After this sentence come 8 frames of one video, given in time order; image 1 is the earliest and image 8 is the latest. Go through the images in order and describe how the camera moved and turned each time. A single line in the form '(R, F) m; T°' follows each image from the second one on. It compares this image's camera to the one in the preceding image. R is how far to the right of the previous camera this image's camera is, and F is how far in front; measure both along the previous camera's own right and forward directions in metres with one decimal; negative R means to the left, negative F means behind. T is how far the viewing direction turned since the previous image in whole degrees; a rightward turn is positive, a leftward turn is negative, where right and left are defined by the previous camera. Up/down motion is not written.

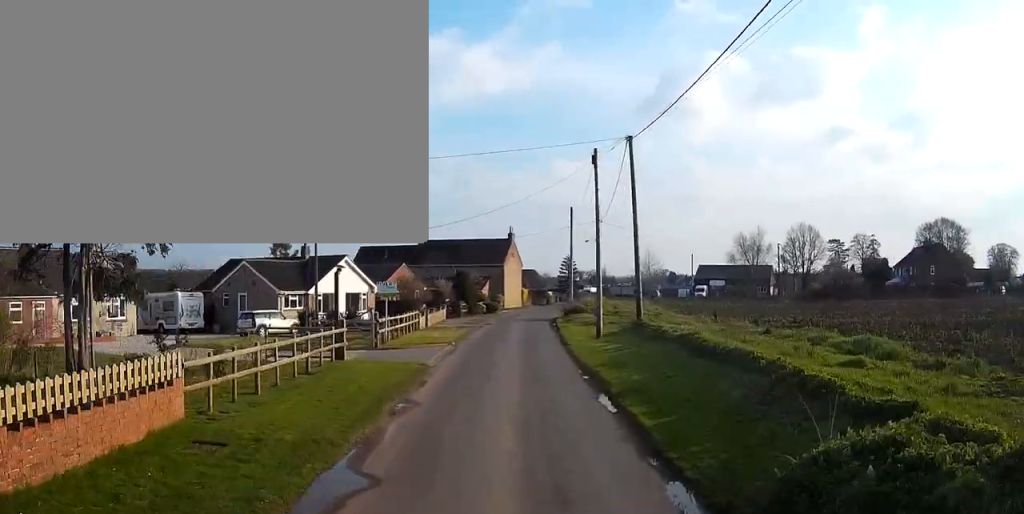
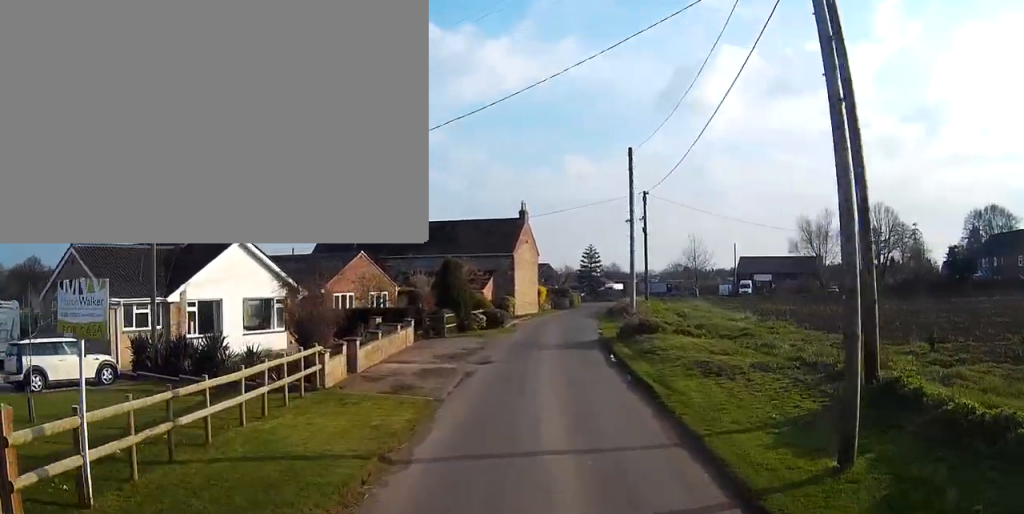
(-0.7, +21.4) m; -1°
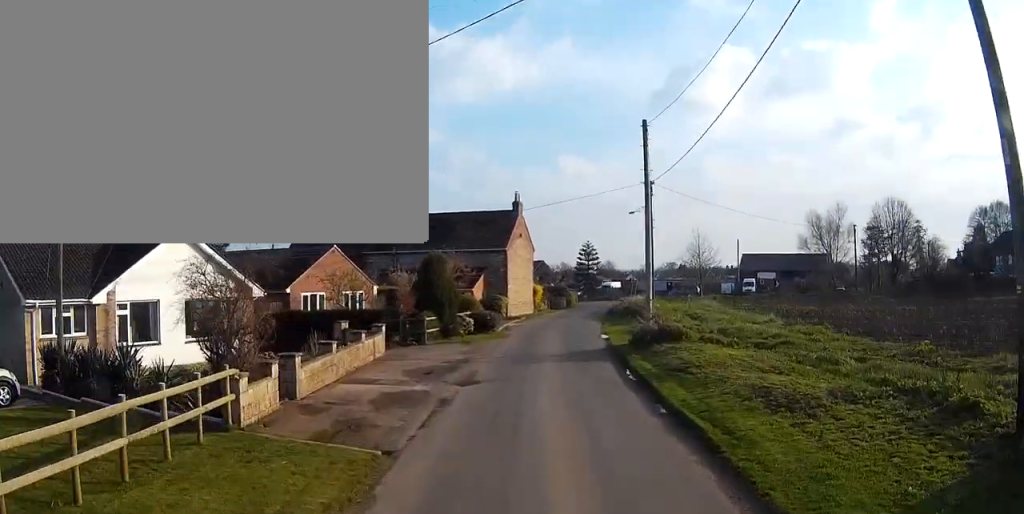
(0.0, +4.8) m; 0°
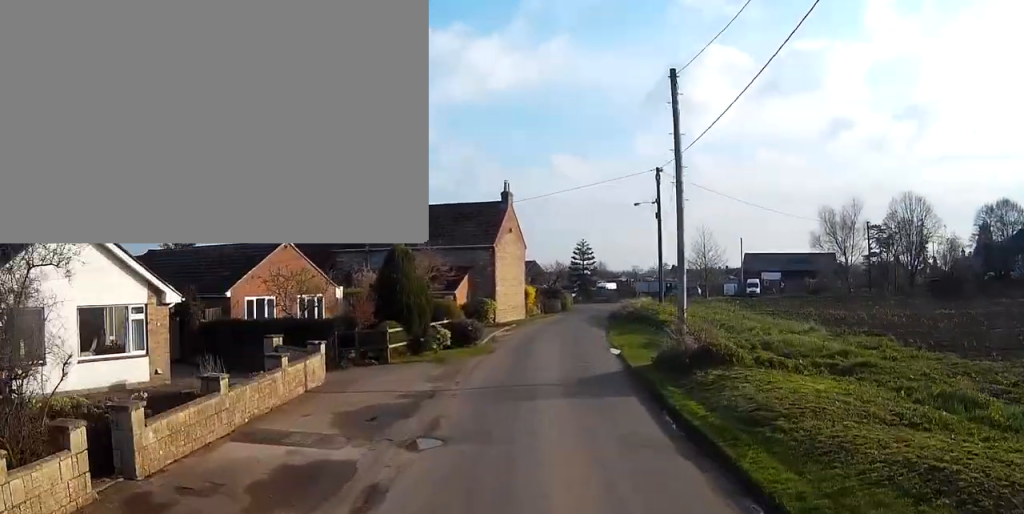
(+0.1, +6.1) m; +1°
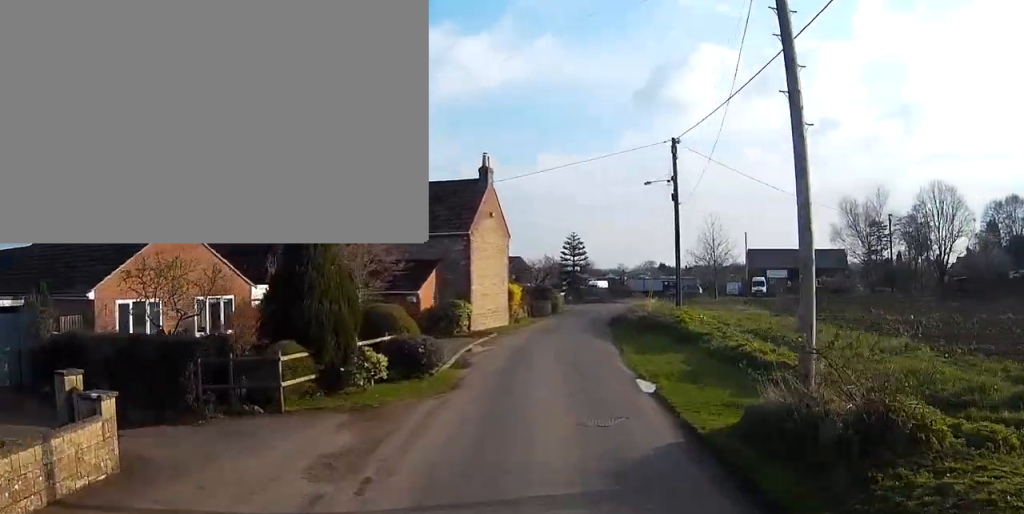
(0.0, +8.6) m; +2°
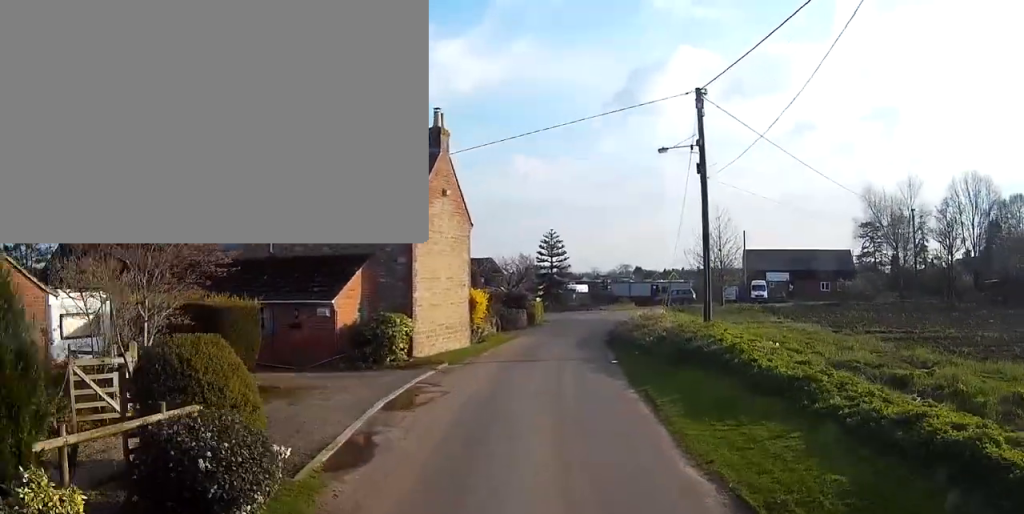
(+0.3, +10.1) m; +3°
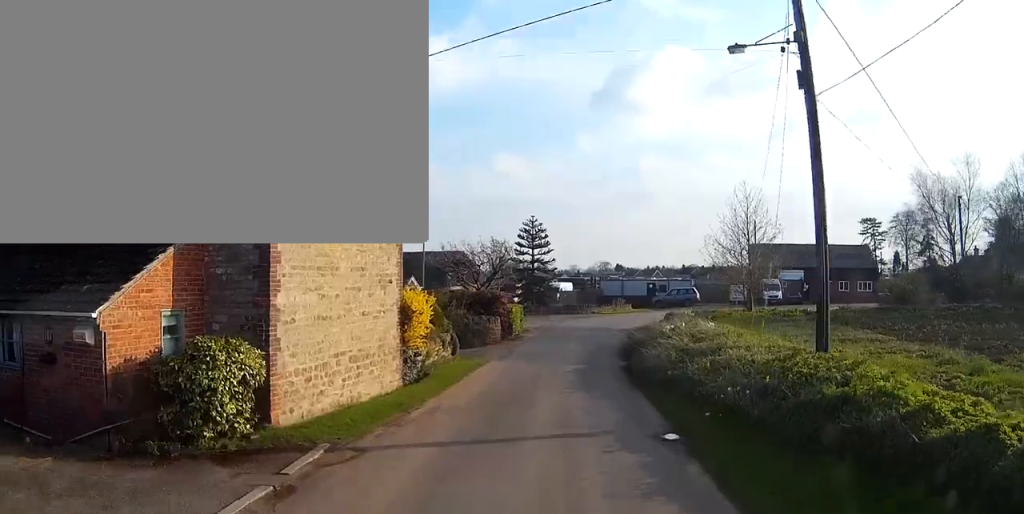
(+0.2, +11.5) m; +1°
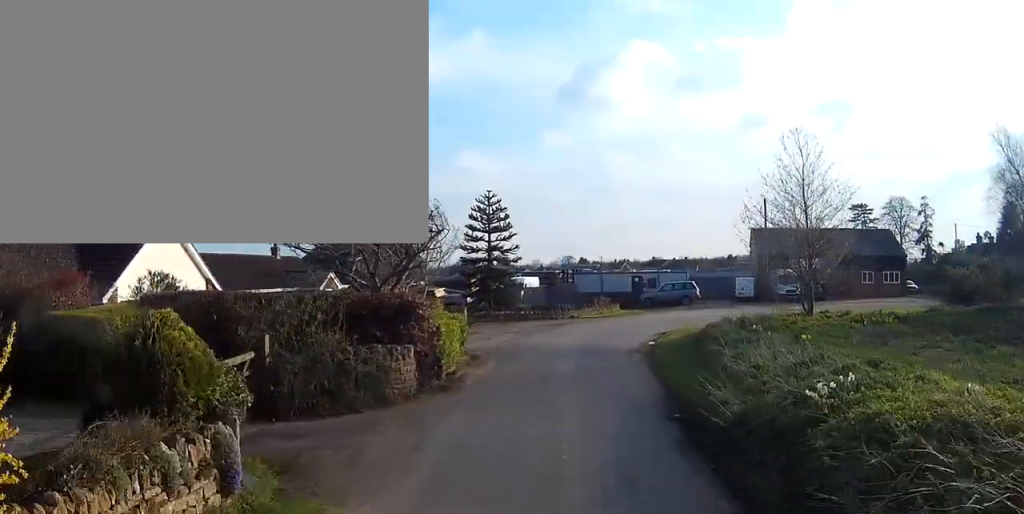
(+0.1, +14.0) m; +4°
